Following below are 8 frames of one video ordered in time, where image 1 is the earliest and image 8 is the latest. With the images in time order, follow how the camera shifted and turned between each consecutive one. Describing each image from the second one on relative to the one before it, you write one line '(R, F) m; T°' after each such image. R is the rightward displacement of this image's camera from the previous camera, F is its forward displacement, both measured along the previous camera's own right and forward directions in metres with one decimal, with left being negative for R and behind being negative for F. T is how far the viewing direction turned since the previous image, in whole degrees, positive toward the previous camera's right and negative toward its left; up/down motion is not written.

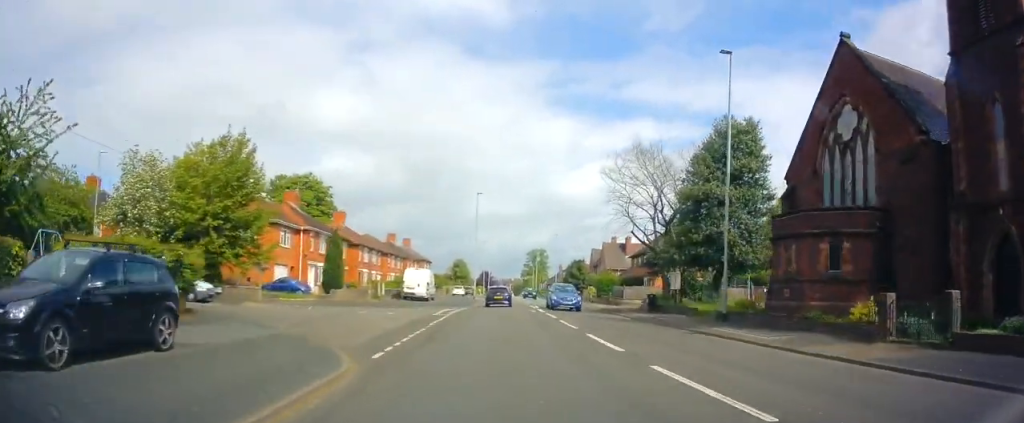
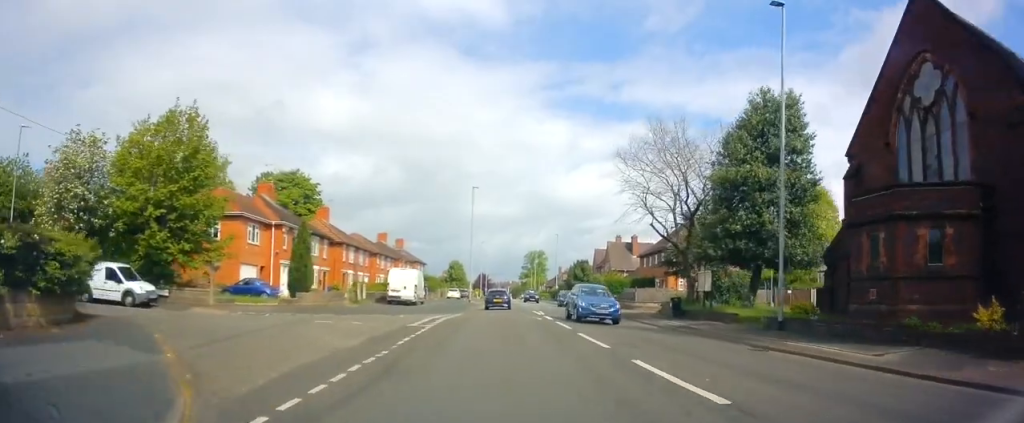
(0.0, +5.6) m; 0°
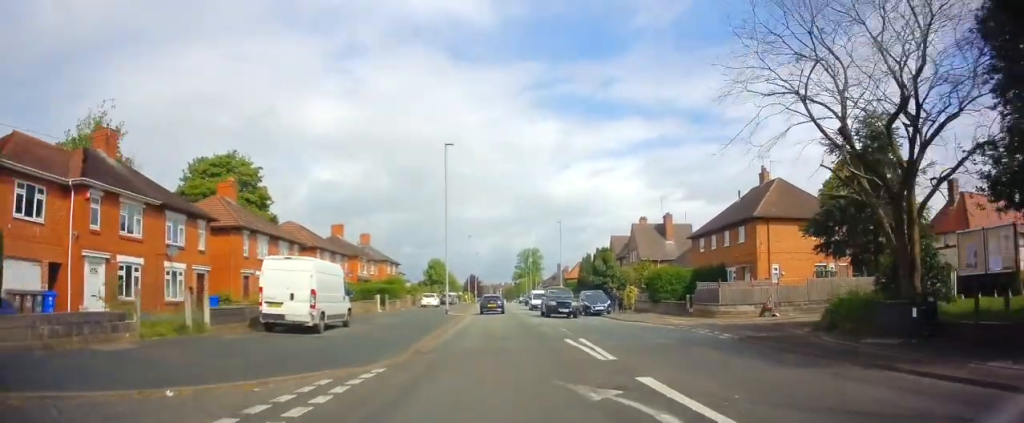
(-0.2, +20.2) m; +1°
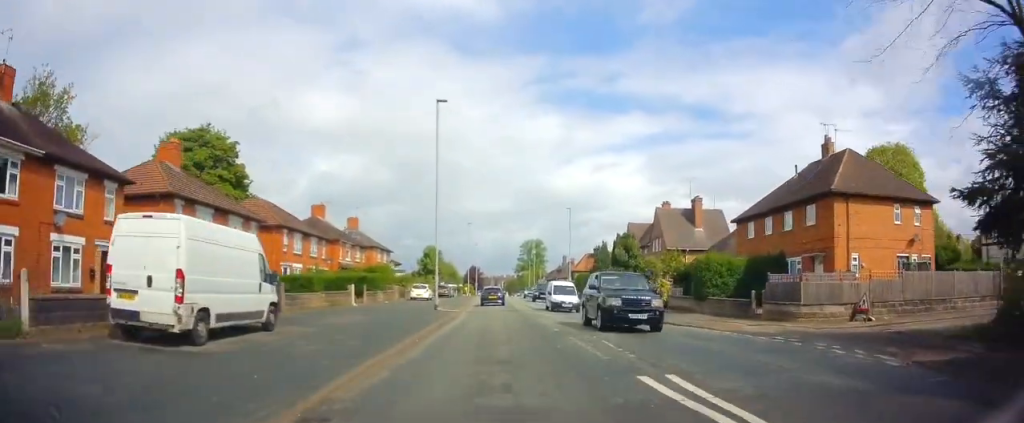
(+0.3, +8.1) m; 0°
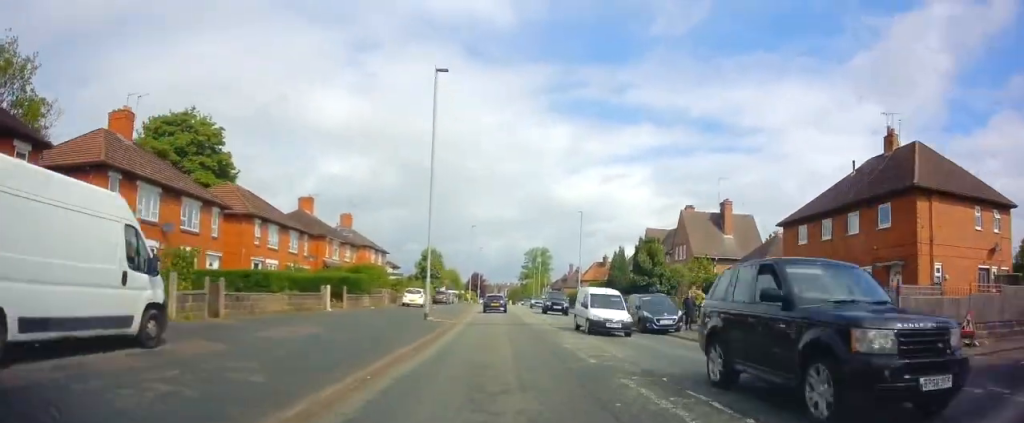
(-0.1, +5.7) m; -1°
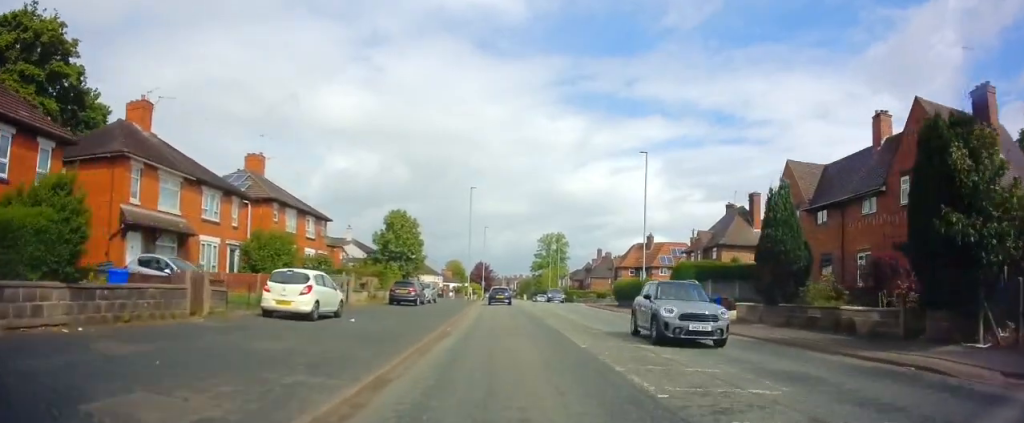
(-0.3, +28.1) m; -1°
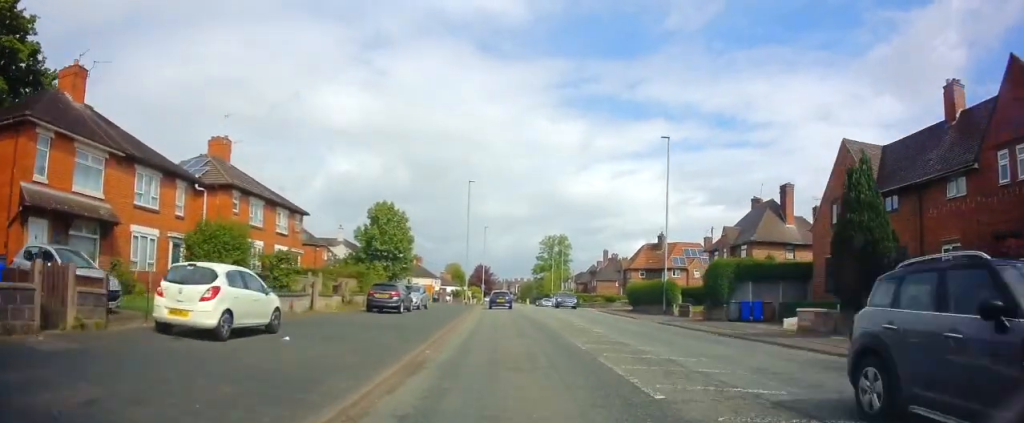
(-0.2, +5.8) m; -1°
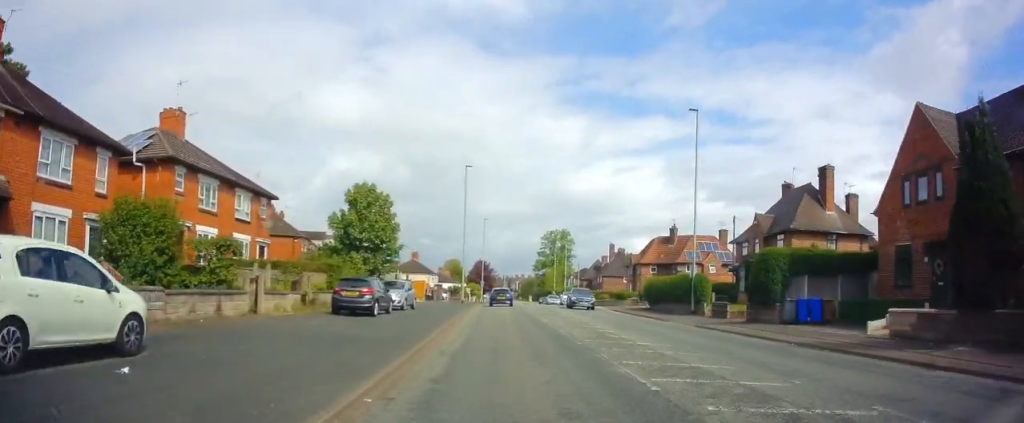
(-0.2, +5.8) m; -1°
